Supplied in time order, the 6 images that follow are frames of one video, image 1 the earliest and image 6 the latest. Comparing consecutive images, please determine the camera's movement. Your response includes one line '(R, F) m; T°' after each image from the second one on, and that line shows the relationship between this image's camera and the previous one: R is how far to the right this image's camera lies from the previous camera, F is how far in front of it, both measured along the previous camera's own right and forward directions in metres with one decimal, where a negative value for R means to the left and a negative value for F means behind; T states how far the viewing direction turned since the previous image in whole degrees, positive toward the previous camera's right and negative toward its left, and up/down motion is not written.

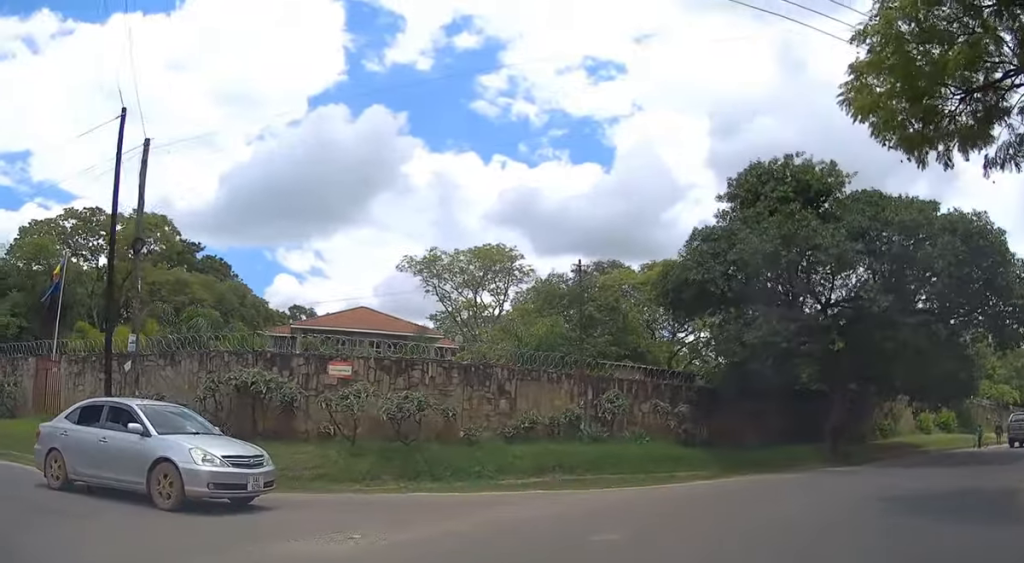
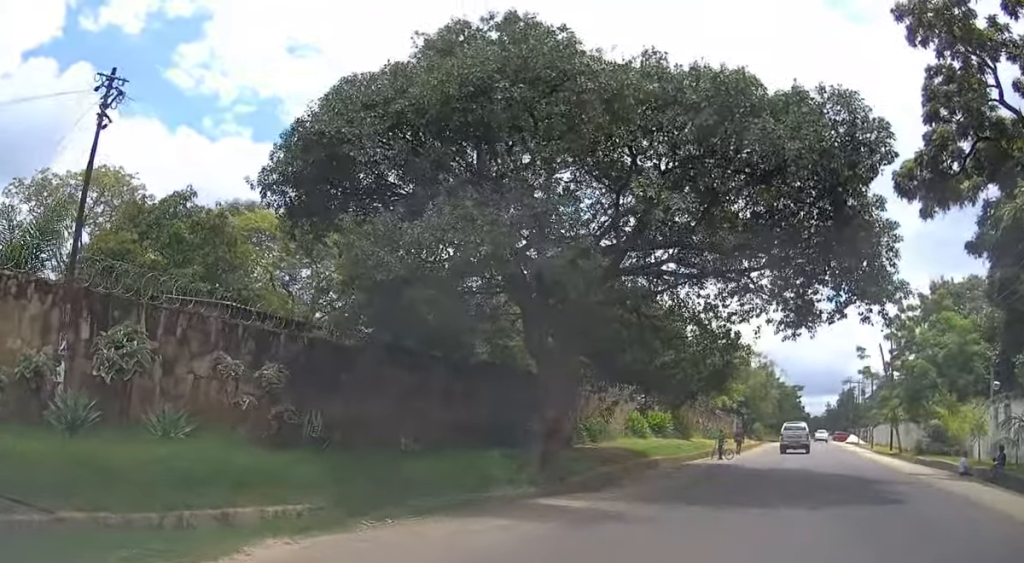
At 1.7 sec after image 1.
(+2.8, +11.4) m; +26°
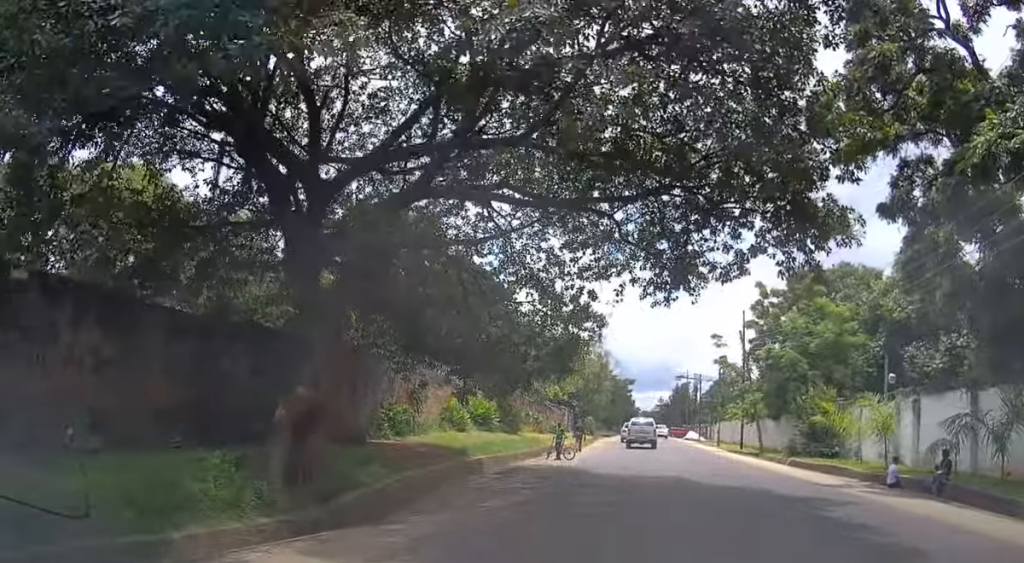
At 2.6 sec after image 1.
(+0.7, +6.3) m; +13°
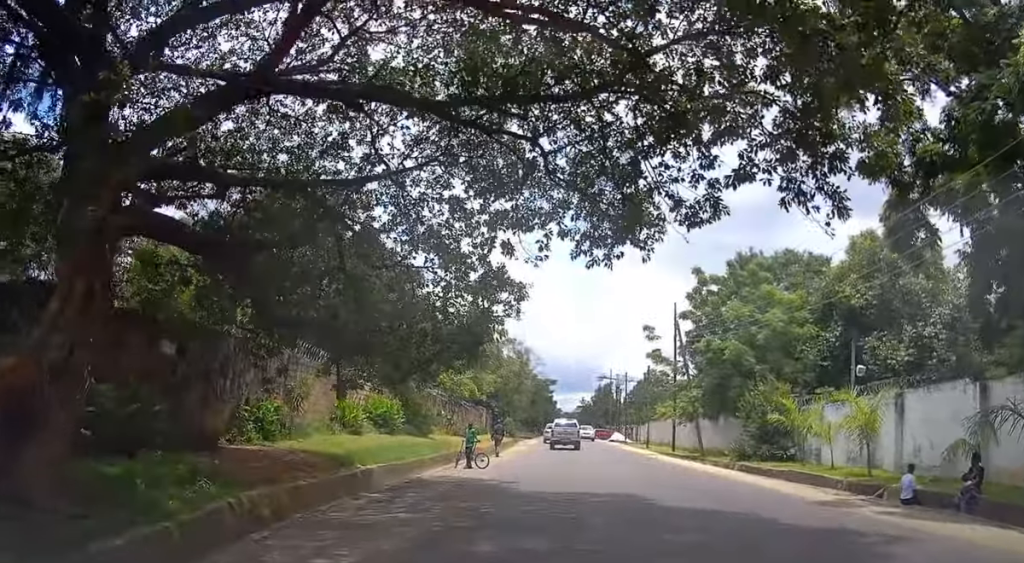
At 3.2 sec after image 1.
(+0.3, +4.6) m; +8°
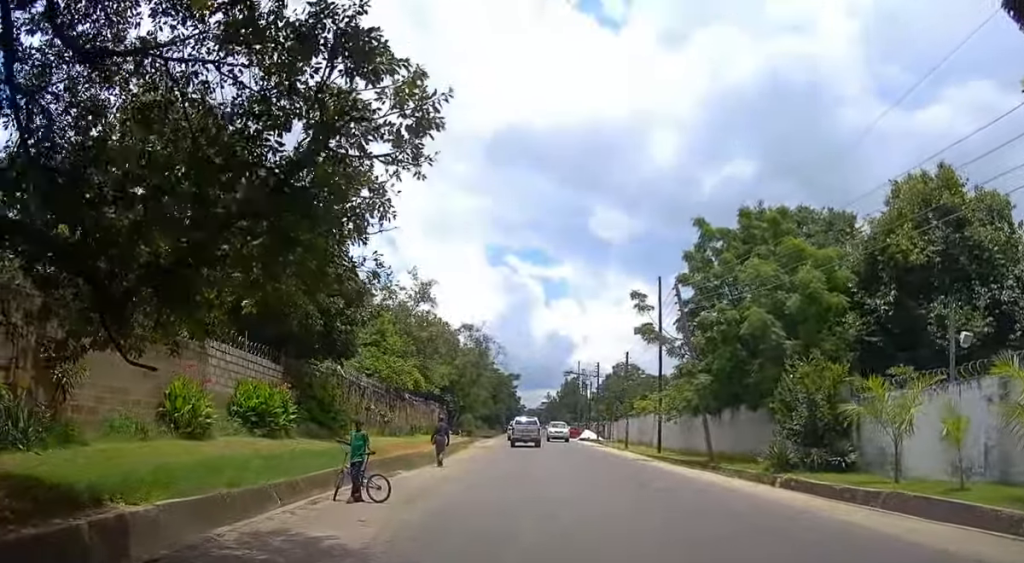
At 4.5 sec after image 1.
(+1.0, +9.4) m; +8°
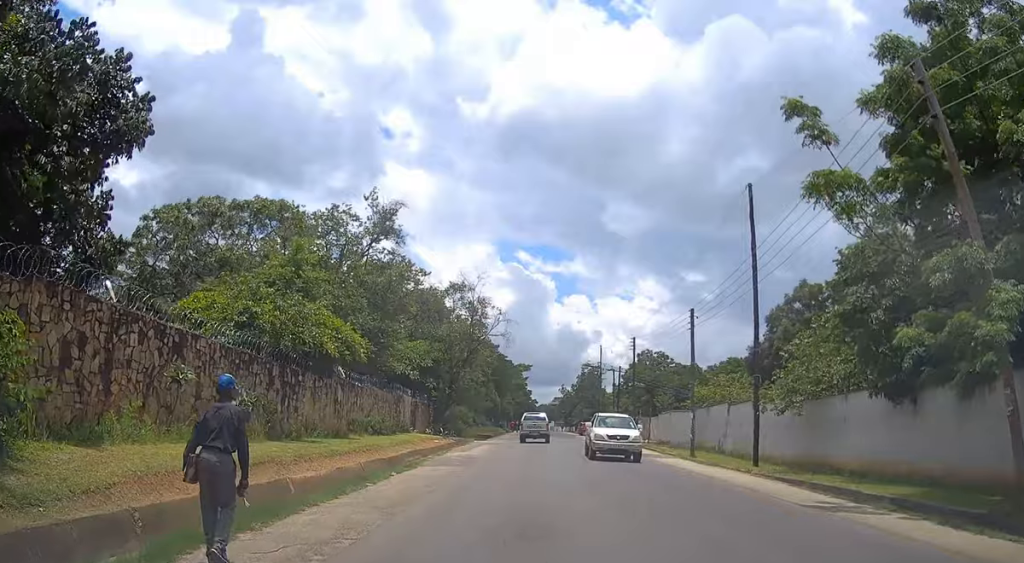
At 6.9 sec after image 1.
(+0.5, +19.2) m; +1°
